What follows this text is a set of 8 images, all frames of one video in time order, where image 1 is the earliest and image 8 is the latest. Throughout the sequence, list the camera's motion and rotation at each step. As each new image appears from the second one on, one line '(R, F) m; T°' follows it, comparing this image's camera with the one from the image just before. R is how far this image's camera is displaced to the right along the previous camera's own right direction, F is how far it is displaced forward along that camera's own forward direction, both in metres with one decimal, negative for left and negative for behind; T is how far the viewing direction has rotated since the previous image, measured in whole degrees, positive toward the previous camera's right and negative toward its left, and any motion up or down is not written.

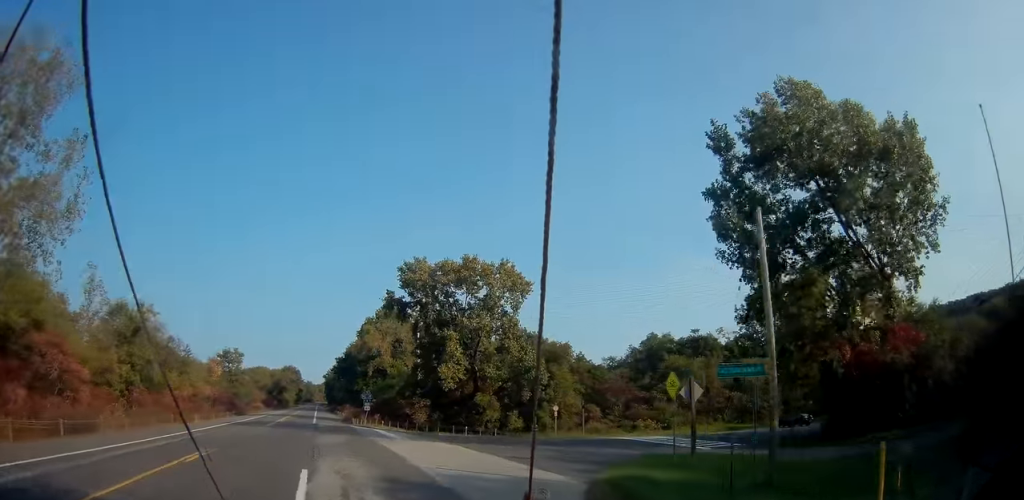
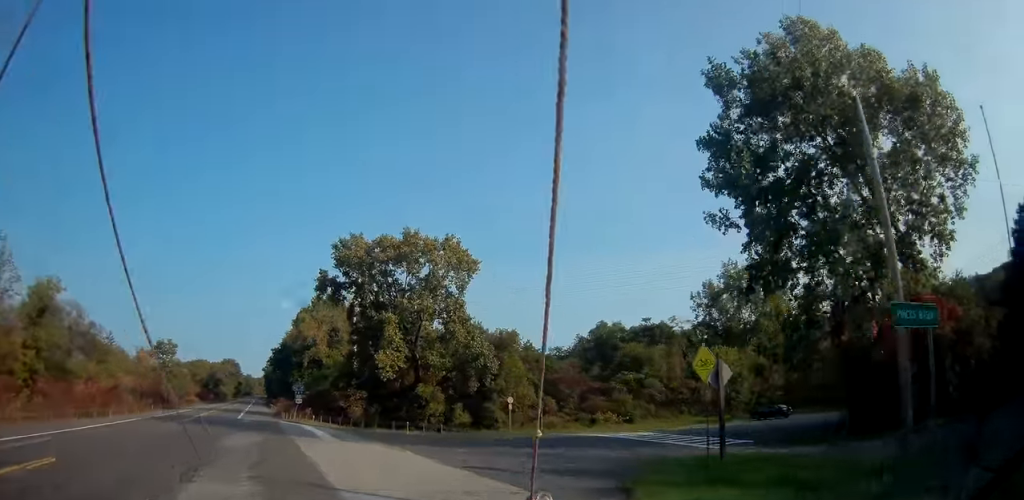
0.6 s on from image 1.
(+0.4, +6.5) m; +6°
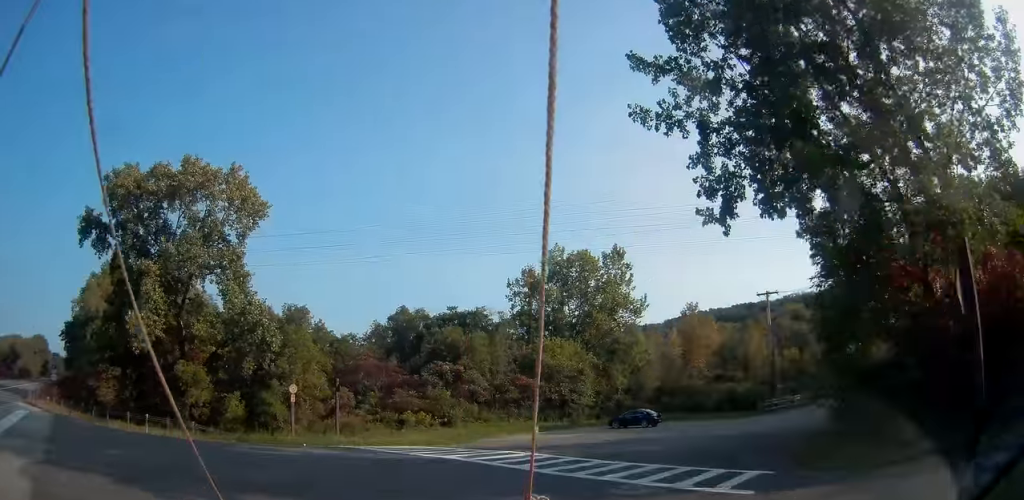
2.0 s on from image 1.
(+2.1, +13.9) m; +19°
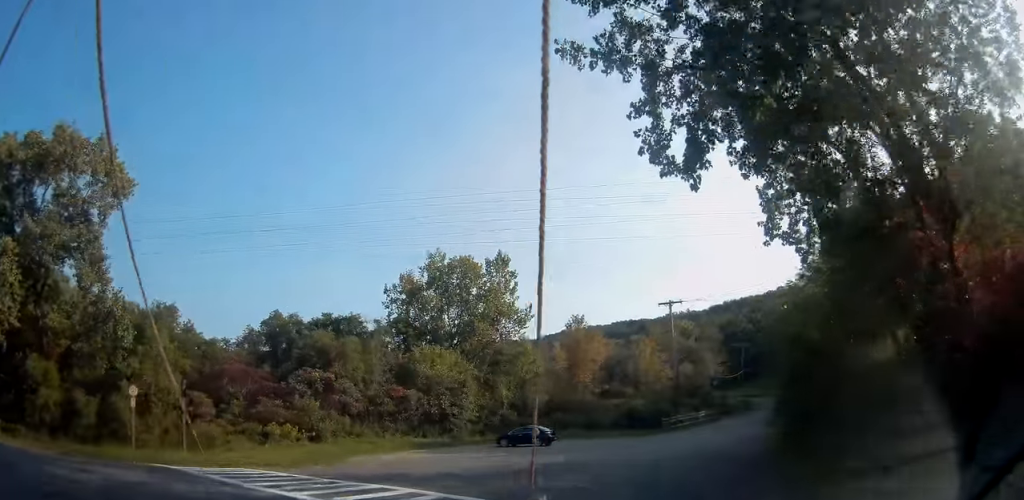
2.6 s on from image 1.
(+0.5, +5.2) m; +11°
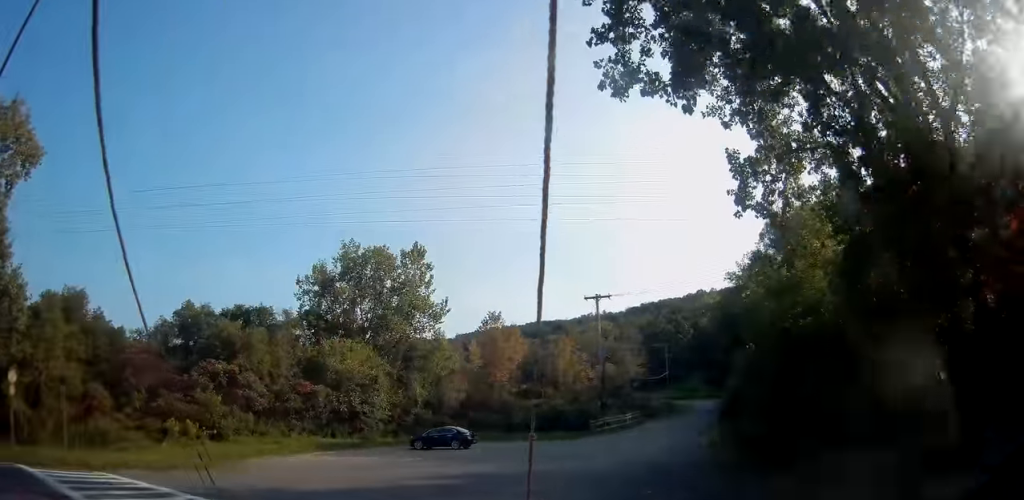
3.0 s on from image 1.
(+0.1, +3.7) m; +9°
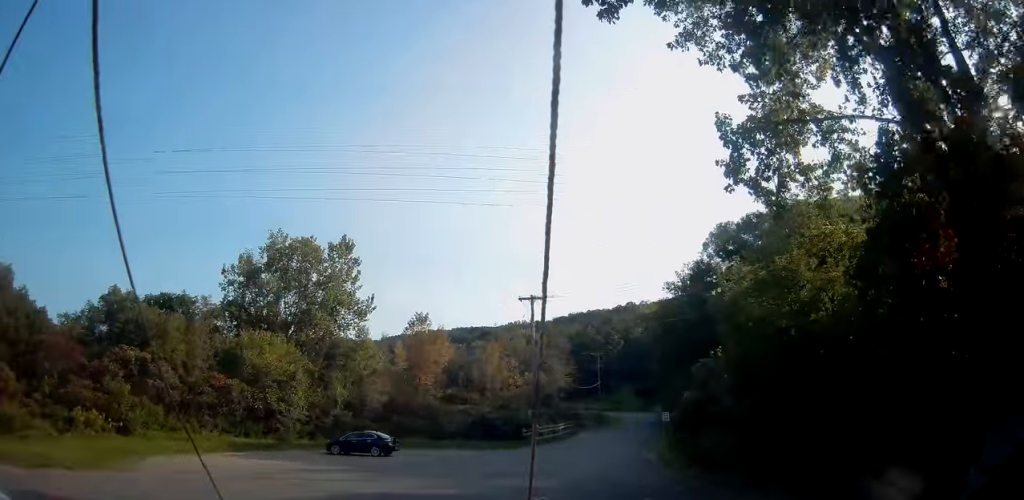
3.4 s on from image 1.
(+0.3, +3.4) m; +8°
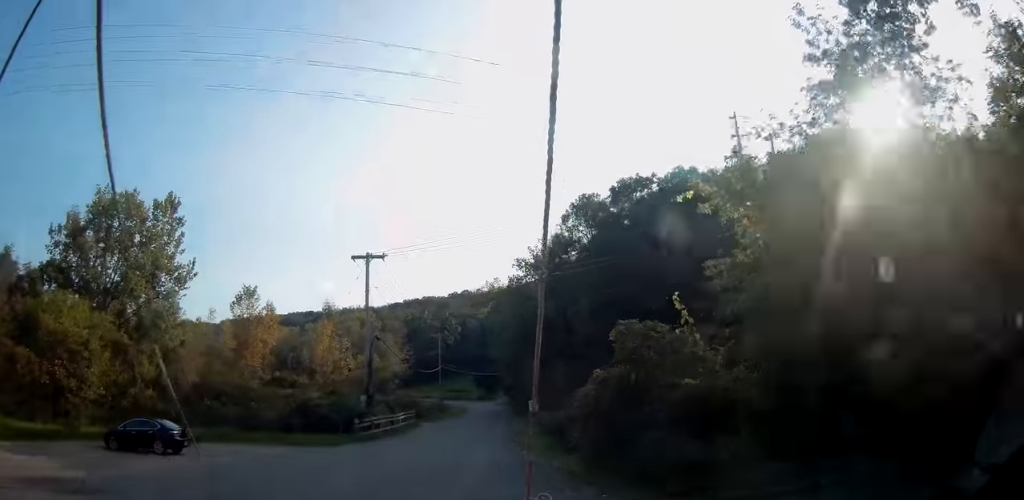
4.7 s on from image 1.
(+2.1, +9.5) m; +17°
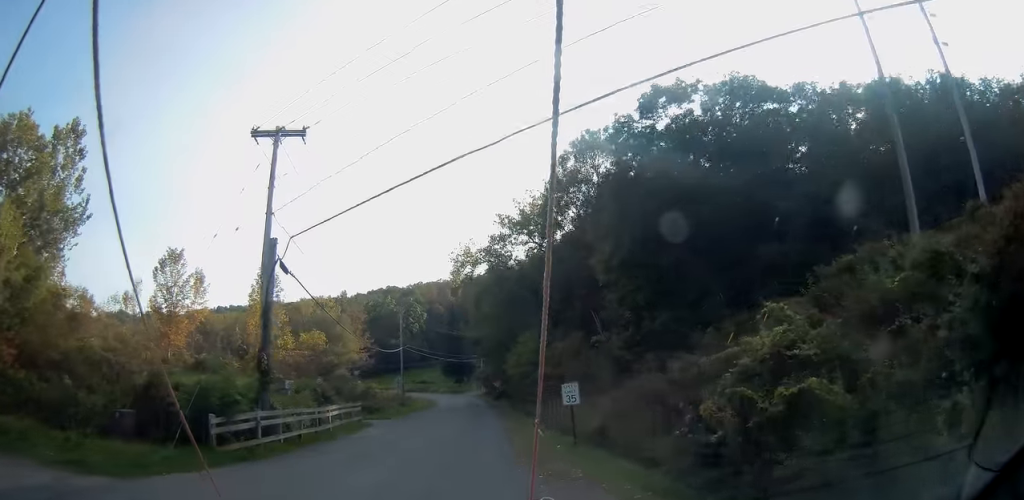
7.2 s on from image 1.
(+1.9, +17.9) m; +3°
